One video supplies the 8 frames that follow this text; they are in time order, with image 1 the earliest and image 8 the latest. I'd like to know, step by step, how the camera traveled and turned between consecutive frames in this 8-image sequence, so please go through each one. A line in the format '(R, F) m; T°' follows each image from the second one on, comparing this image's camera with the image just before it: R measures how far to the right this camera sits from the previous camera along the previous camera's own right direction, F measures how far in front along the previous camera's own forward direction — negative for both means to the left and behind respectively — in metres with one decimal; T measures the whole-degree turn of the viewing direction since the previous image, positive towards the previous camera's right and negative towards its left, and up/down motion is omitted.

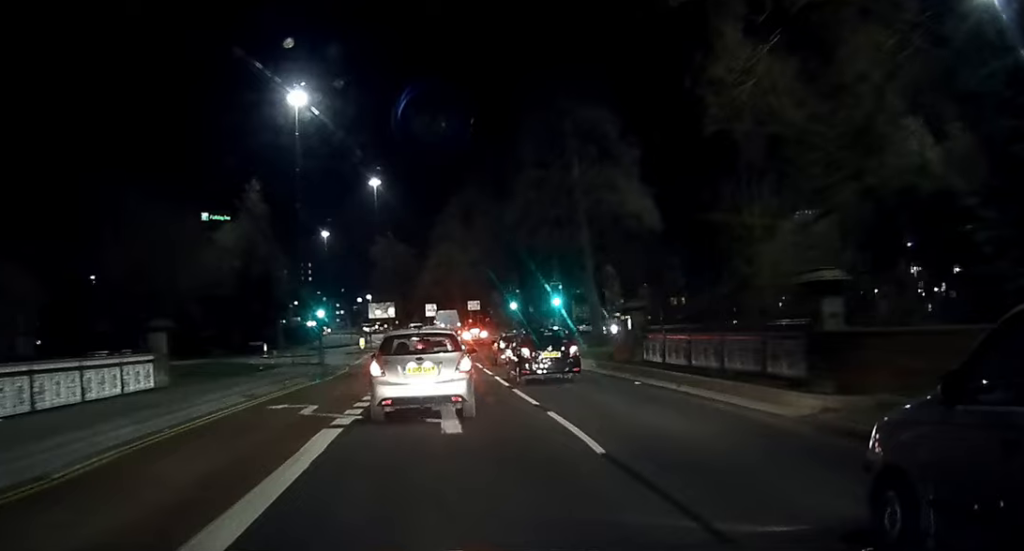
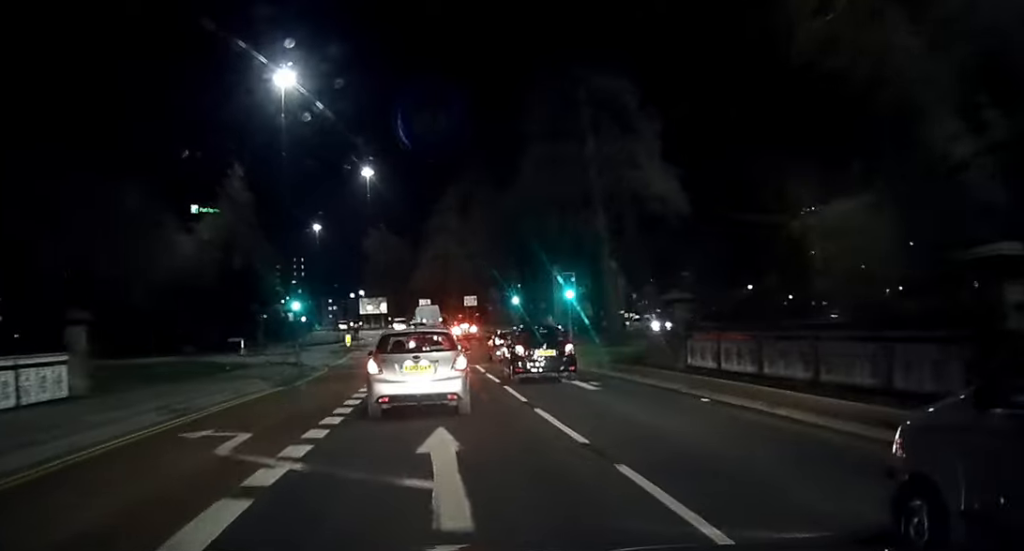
(0.0, +6.1) m; 0°
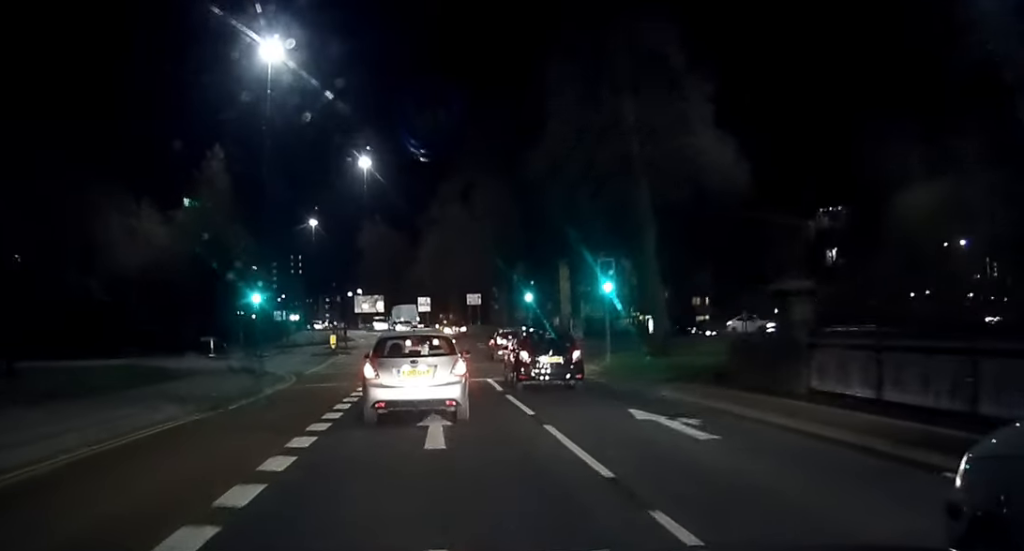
(0.0, +8.0) m; -1°
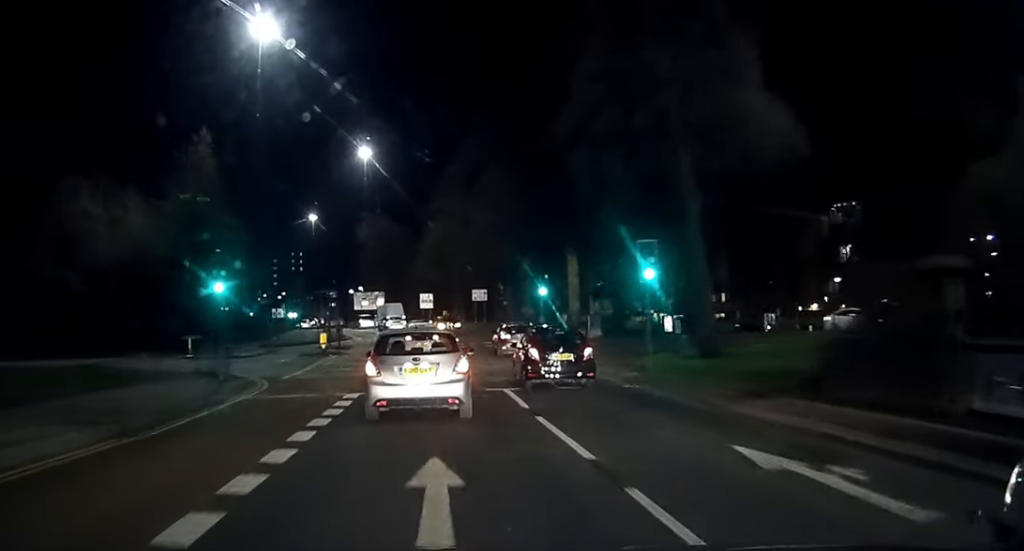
(0.0, +5.0) m; 0°
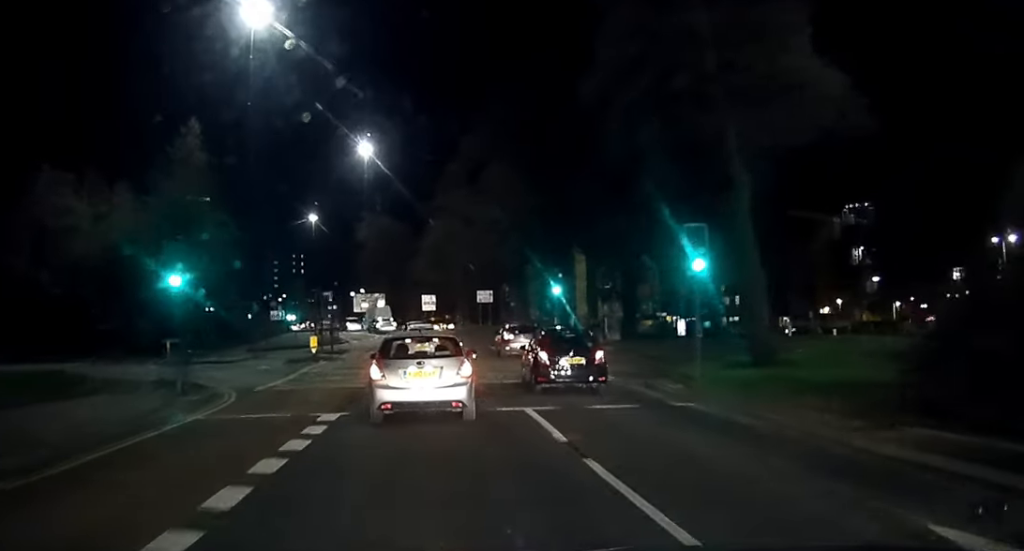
(0.0, +4.2) m; 0°
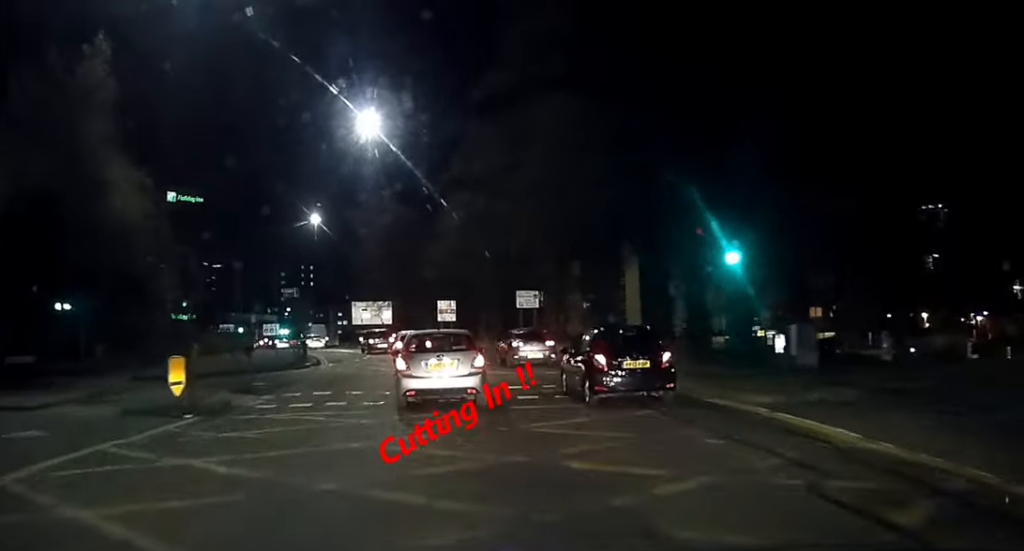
(-0.6, +22.6) m; -2°
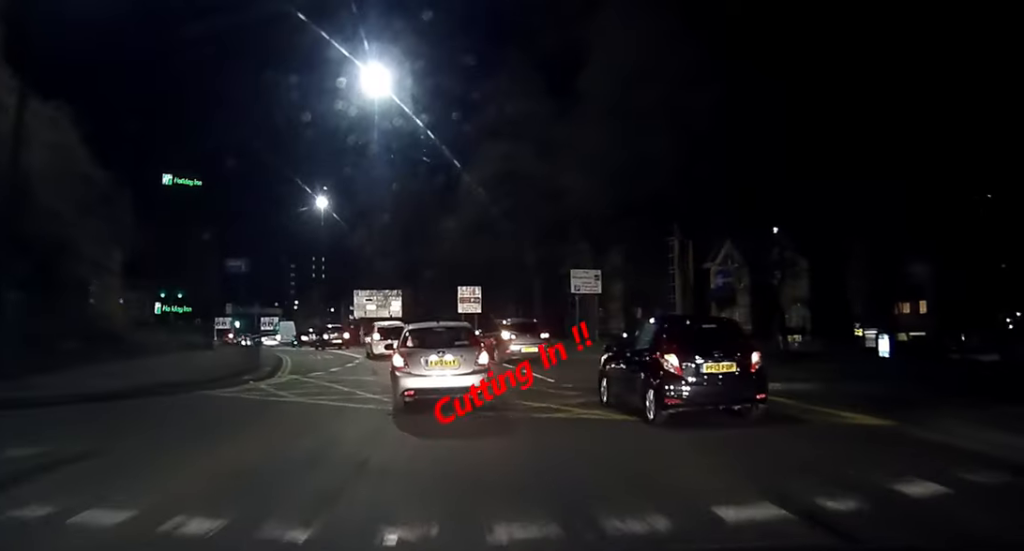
(-0.1, +14.2) m; -2°
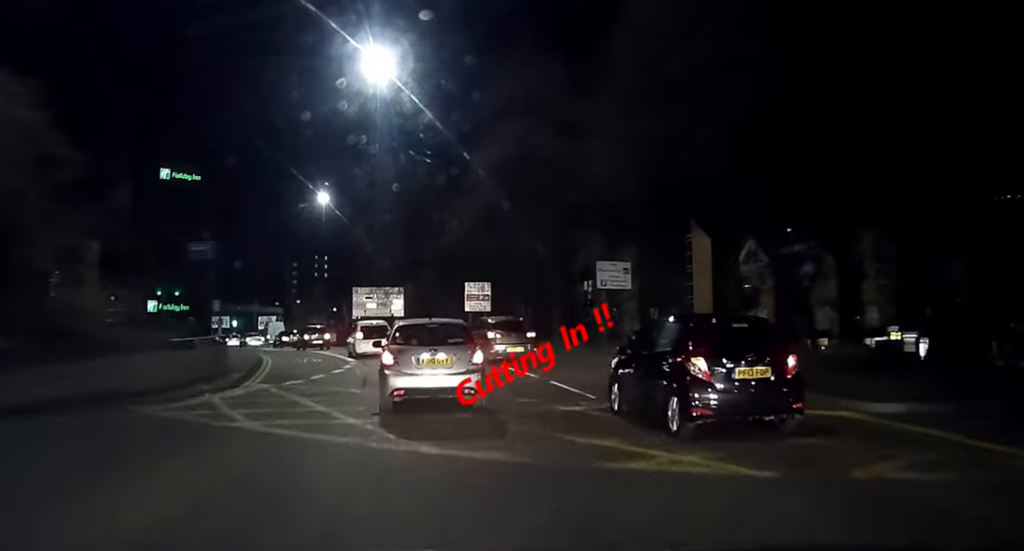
(0.0, +4.6) m; -1°
